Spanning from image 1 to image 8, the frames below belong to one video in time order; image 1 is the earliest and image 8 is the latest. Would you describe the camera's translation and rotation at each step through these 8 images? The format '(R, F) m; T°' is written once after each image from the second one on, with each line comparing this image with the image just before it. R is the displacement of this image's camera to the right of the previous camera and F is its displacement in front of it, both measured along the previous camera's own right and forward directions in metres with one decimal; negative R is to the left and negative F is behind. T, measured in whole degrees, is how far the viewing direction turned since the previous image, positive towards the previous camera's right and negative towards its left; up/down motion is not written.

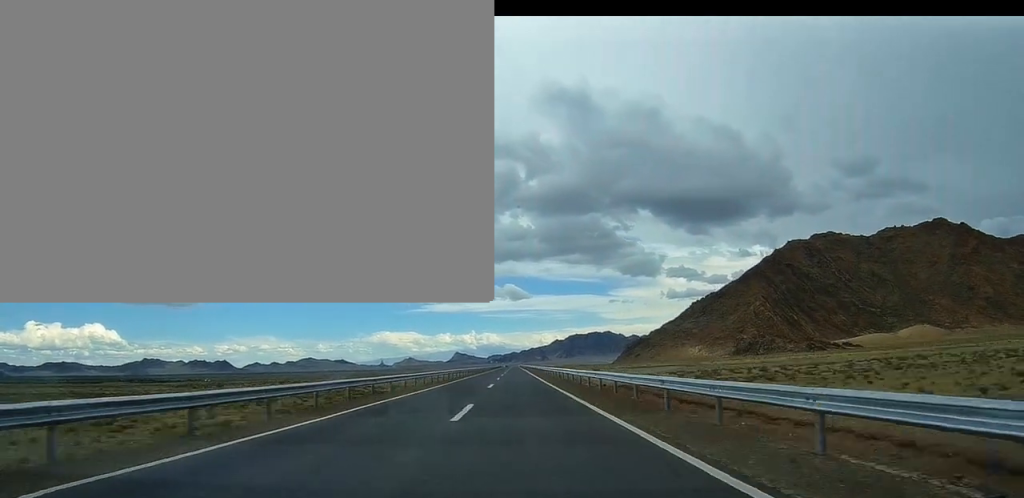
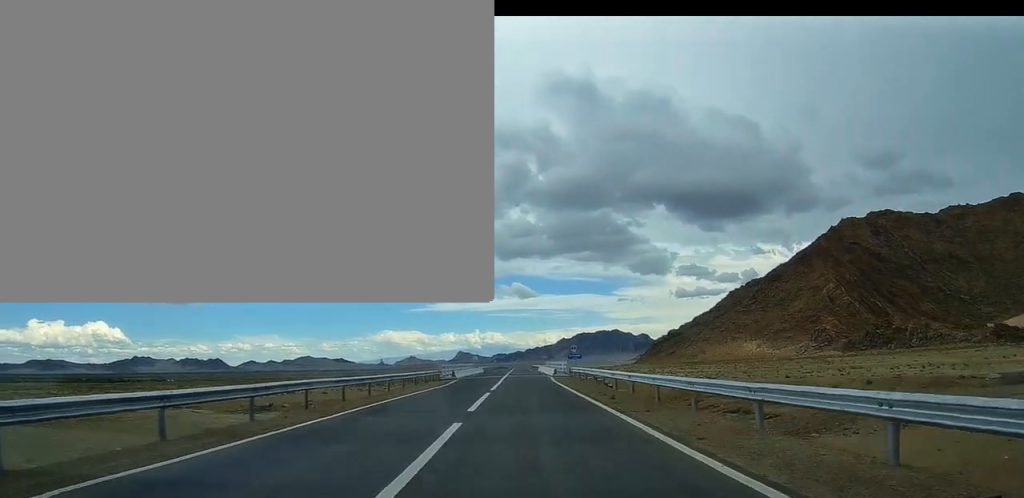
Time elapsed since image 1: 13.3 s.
(0.0, +268.1) m; 0°
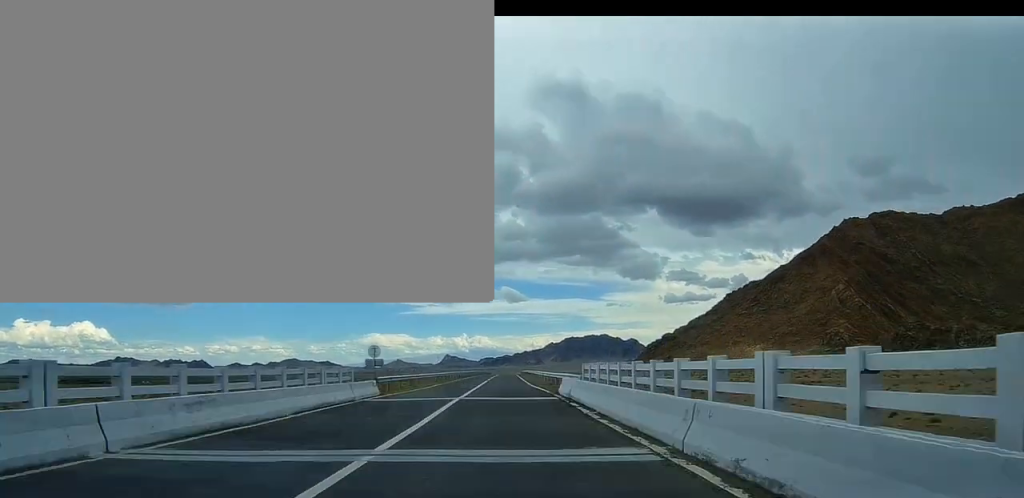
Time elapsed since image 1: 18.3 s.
(+0.4, +102.1) m; +1°
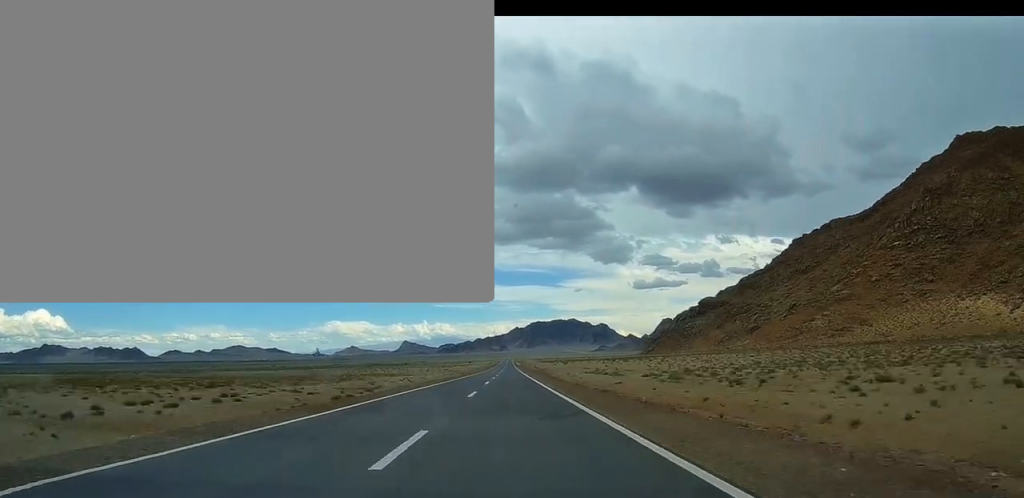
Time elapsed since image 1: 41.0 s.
(+15.2, +531.7) m; +3°
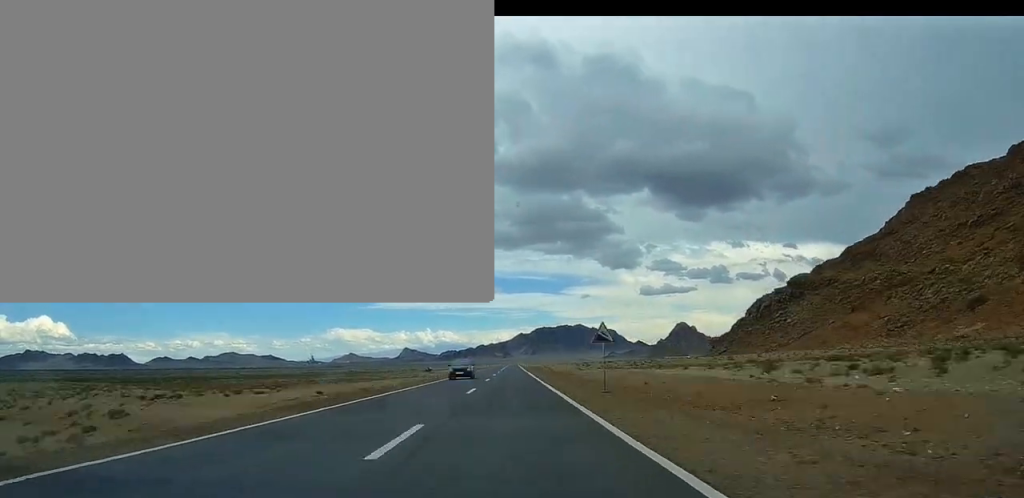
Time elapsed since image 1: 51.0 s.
(+0.6, +255.5) m; +1°
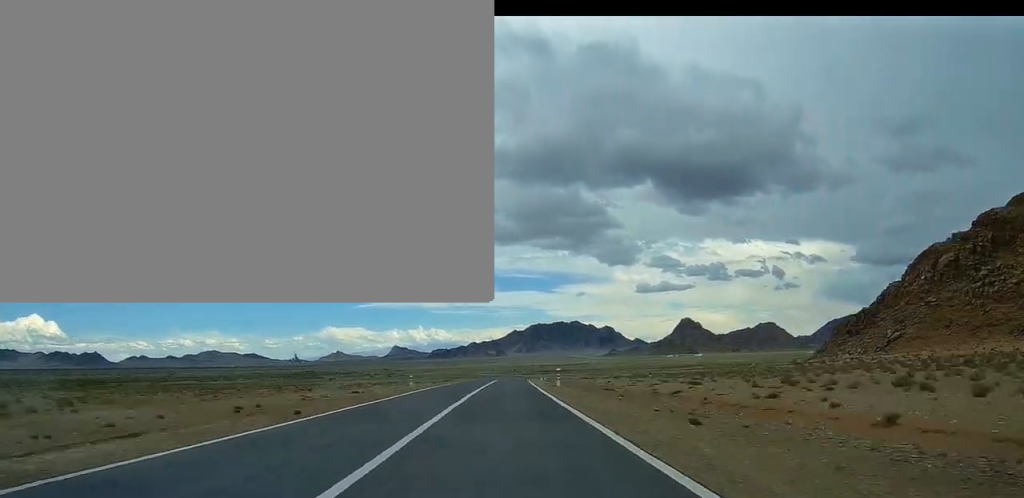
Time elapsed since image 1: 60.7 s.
(+5.5, +231.6) m; +8°
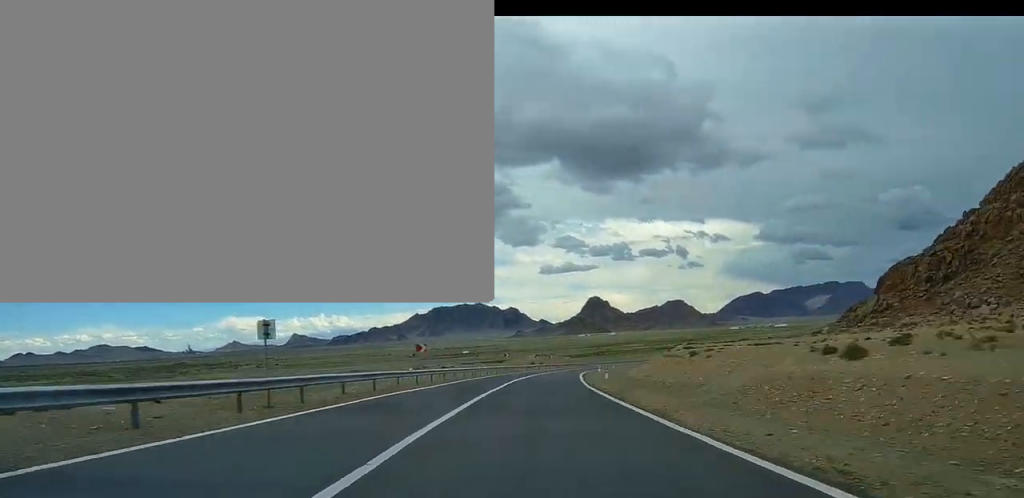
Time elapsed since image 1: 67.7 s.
(+6.5, +151.1) m; +10°
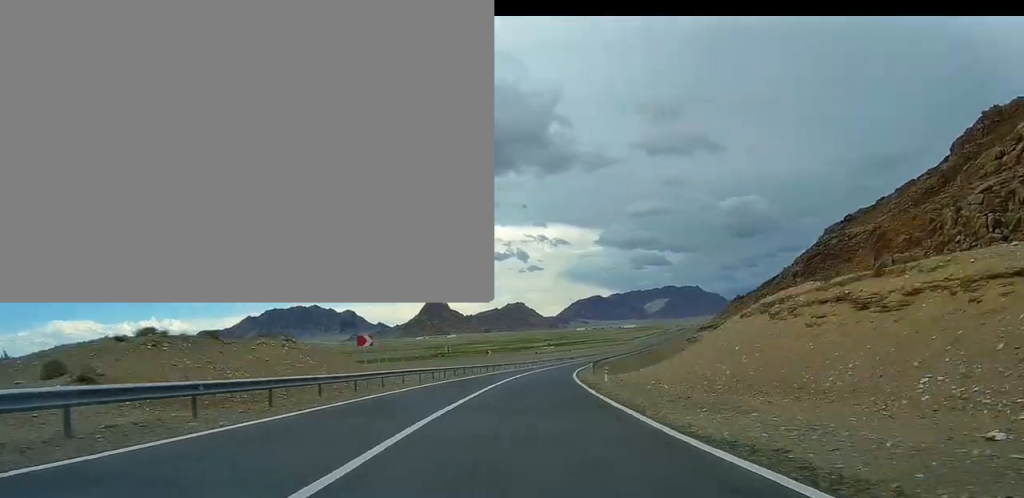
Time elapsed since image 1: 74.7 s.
(+15.1, +139.7) m; +13°
